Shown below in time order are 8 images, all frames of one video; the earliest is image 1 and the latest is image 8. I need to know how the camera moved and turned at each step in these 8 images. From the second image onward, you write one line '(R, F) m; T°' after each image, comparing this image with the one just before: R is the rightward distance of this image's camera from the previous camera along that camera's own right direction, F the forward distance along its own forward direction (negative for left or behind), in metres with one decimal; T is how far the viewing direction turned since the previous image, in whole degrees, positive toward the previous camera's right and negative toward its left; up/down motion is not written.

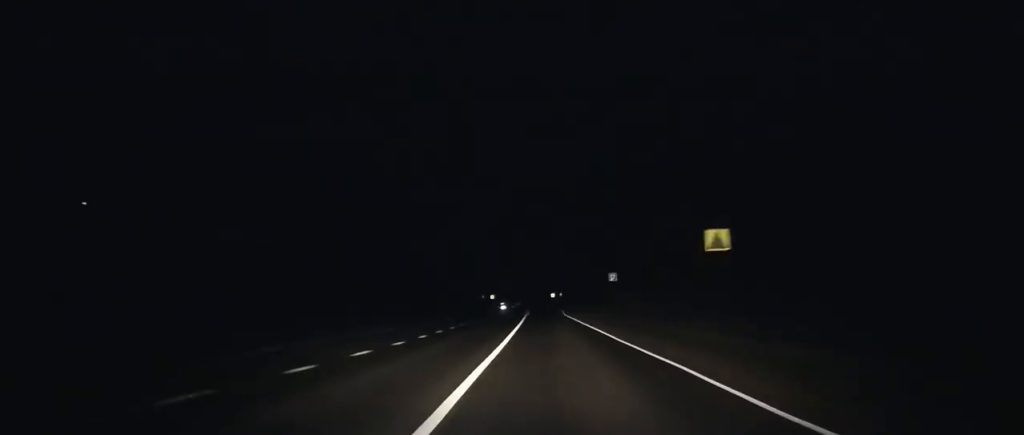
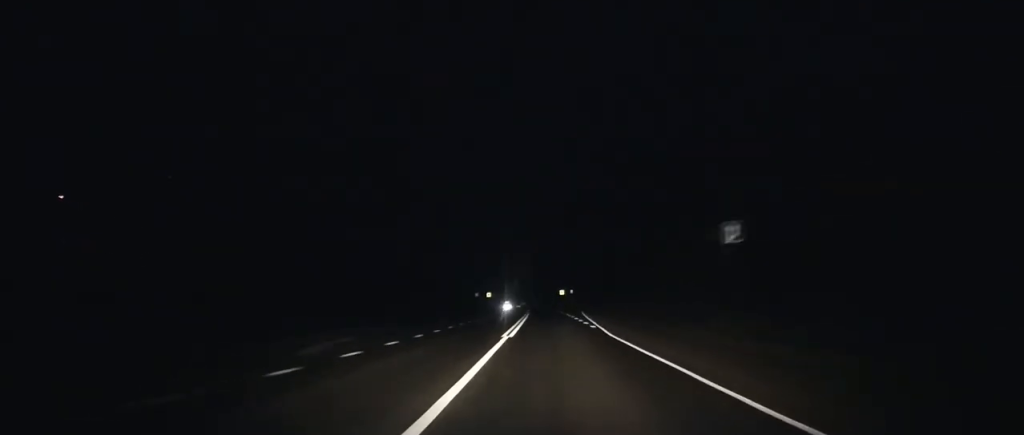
(-0.2, +33.9) m; -1°
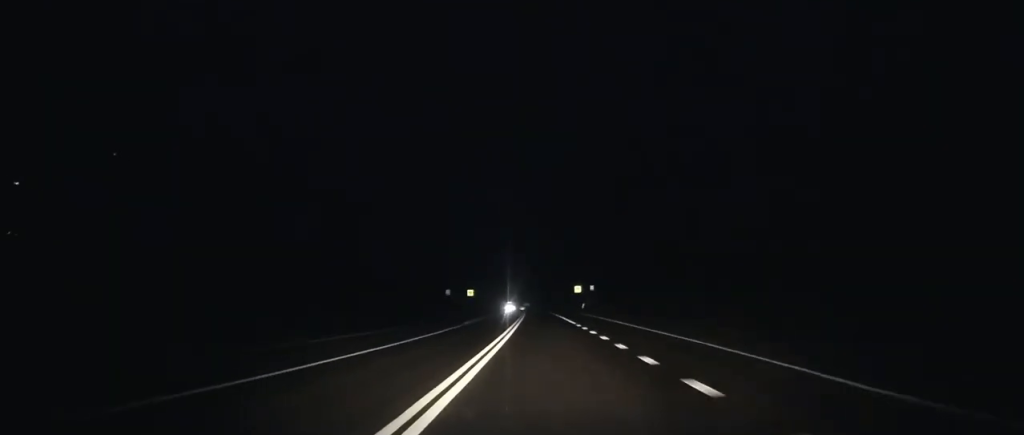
(-0.4, +52.7) m; -1°
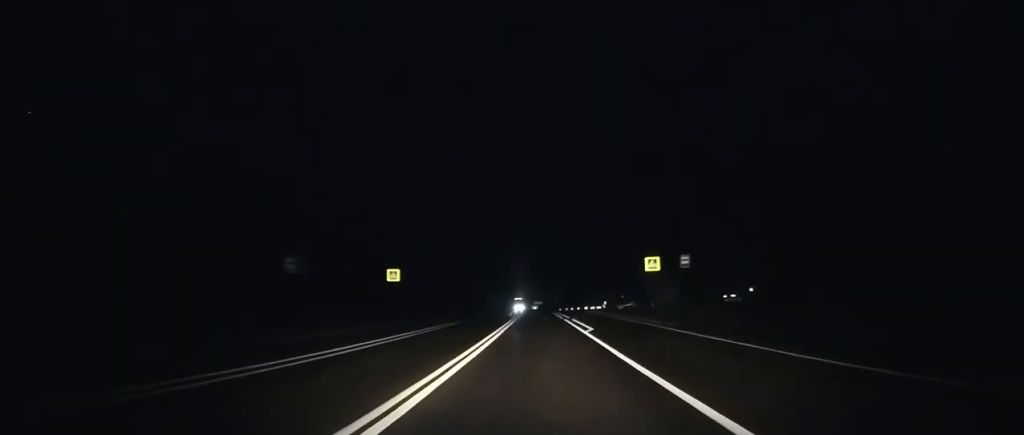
(-0.8, +61.6) m; -1°
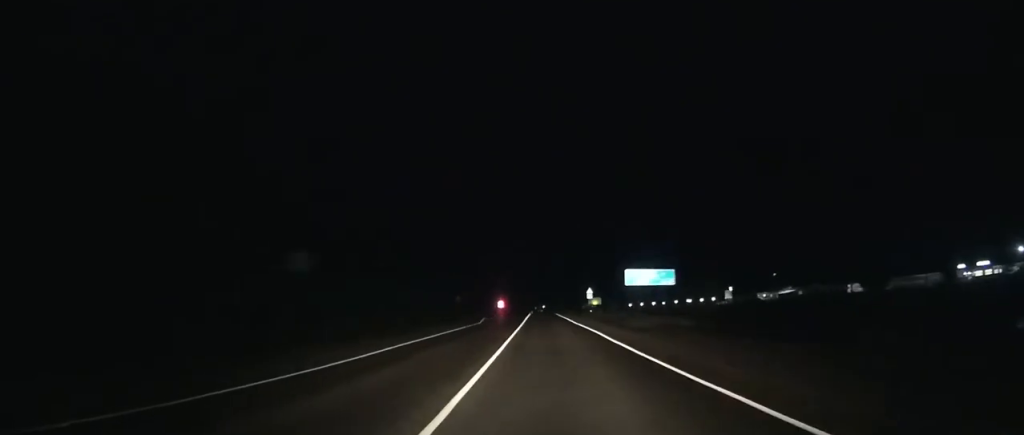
(-7.5, +218.1) m; -4°
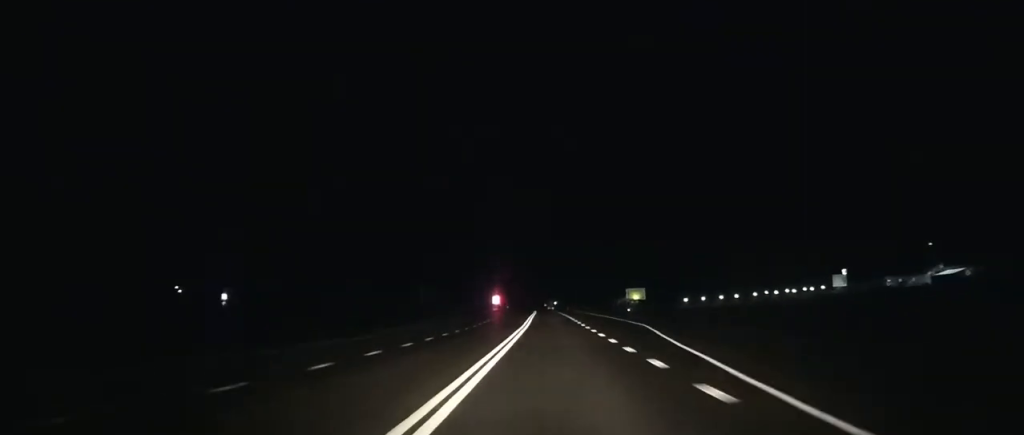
(-1.5, +87.6) m; -1°
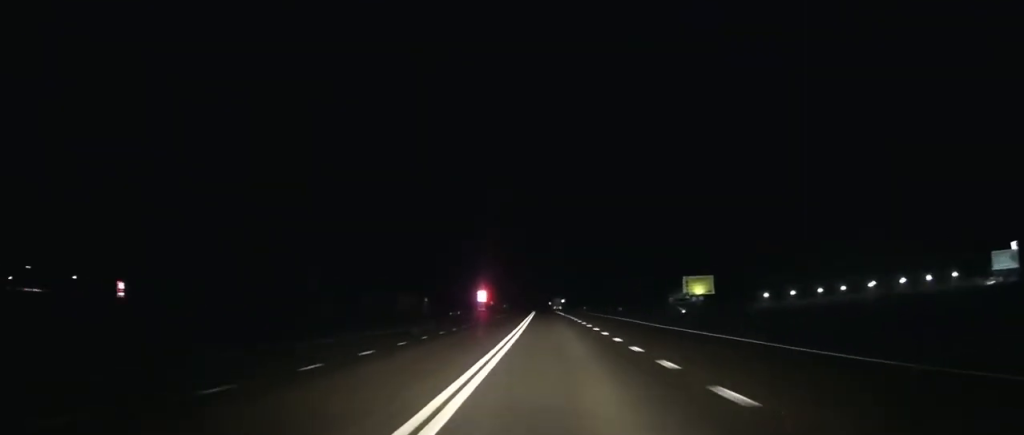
(-0.3, +59.3) m; -1°
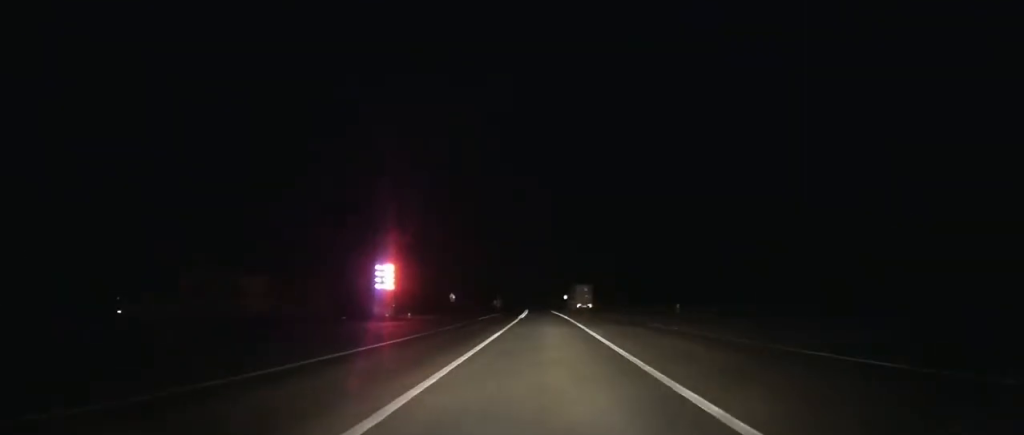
(-1.5, +98.2) m; -2°
